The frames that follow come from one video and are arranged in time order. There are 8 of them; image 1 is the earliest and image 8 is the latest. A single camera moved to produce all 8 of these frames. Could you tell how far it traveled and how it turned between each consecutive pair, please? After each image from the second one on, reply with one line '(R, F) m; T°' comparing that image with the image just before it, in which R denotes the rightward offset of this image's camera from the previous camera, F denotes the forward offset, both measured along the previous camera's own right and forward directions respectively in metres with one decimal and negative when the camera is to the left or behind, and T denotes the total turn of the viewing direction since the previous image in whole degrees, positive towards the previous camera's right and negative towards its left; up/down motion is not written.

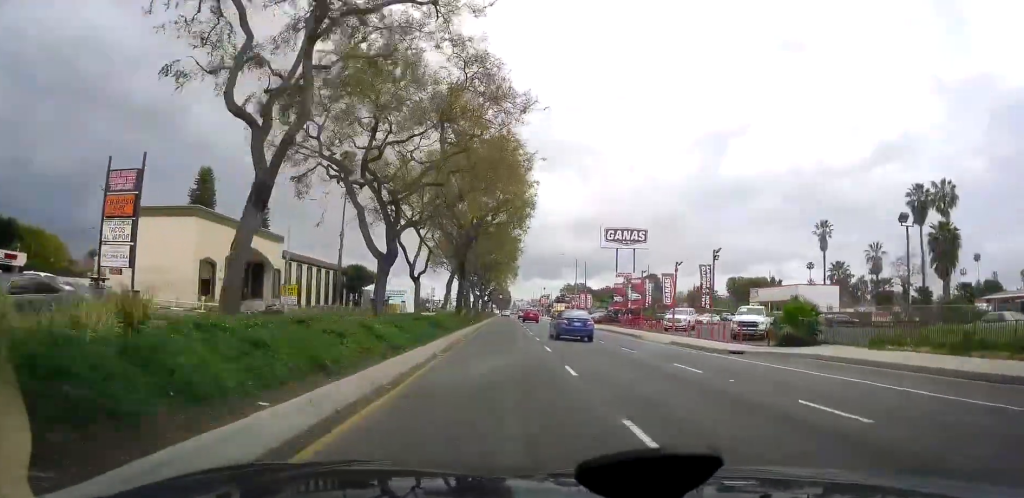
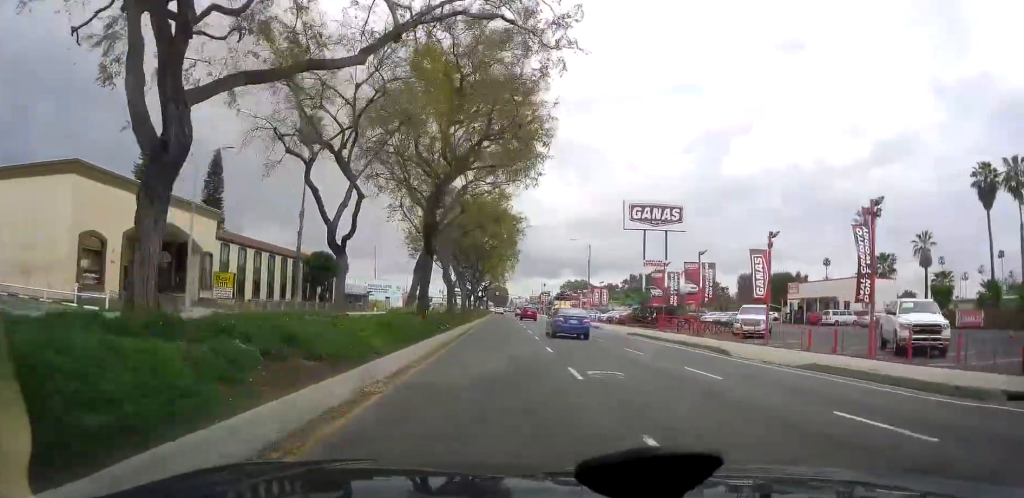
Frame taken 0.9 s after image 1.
(0.0, +15.8) m; -2°
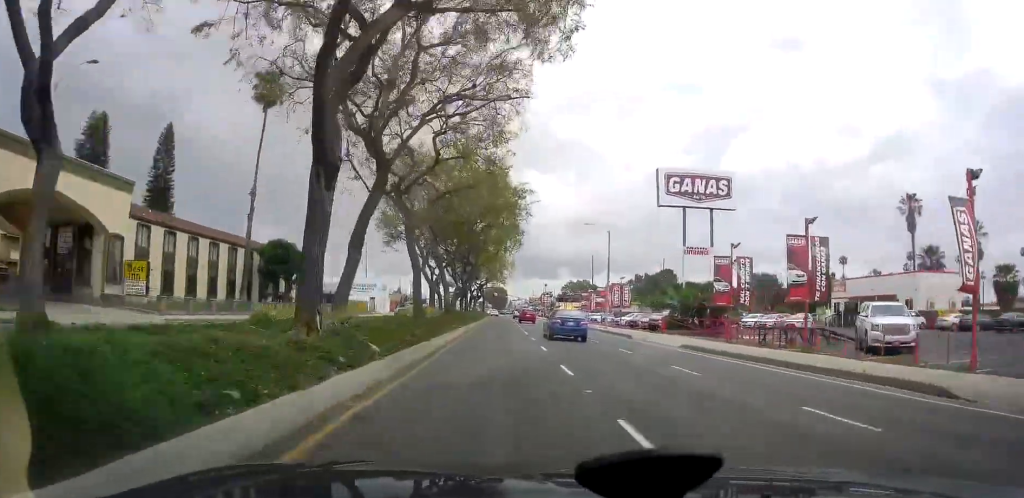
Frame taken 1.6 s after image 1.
(-0.2, +13.2) m; -1°
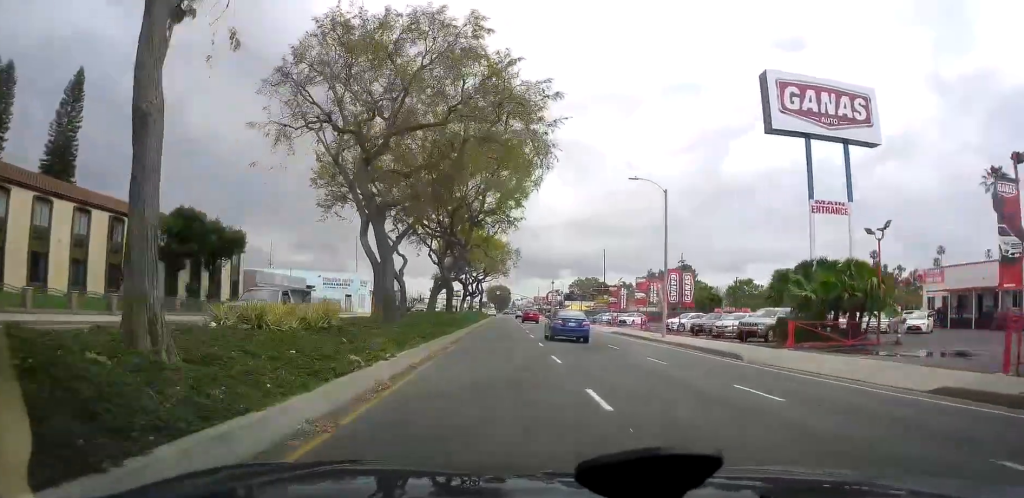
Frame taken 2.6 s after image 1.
(-0.2, +18.8) m; 0°
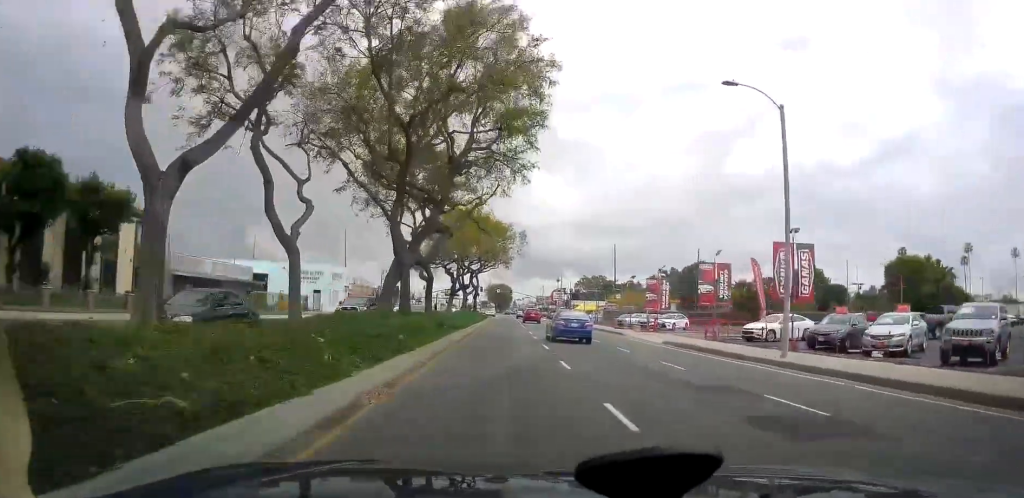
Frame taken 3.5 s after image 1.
(+0.3, +15.9) m; 0°
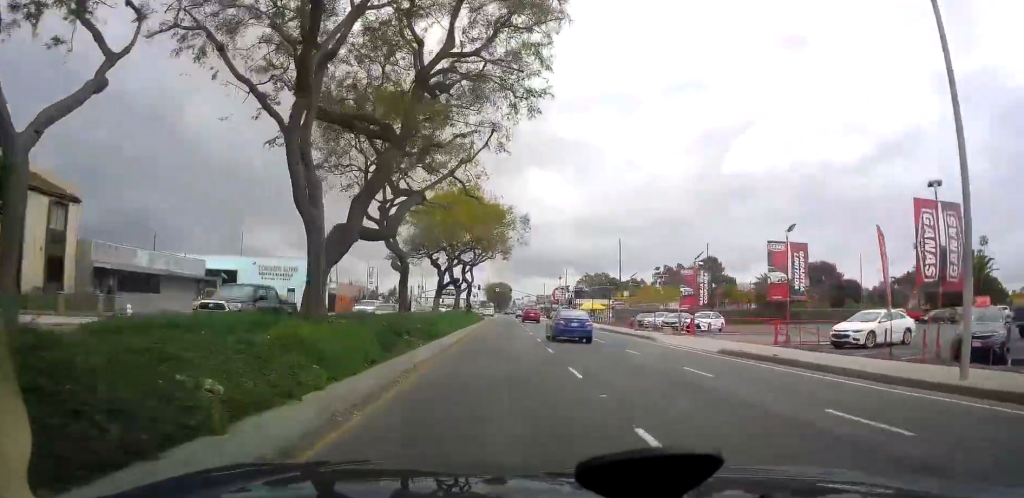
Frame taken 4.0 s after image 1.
(-0.5, +9.1) m; 0°
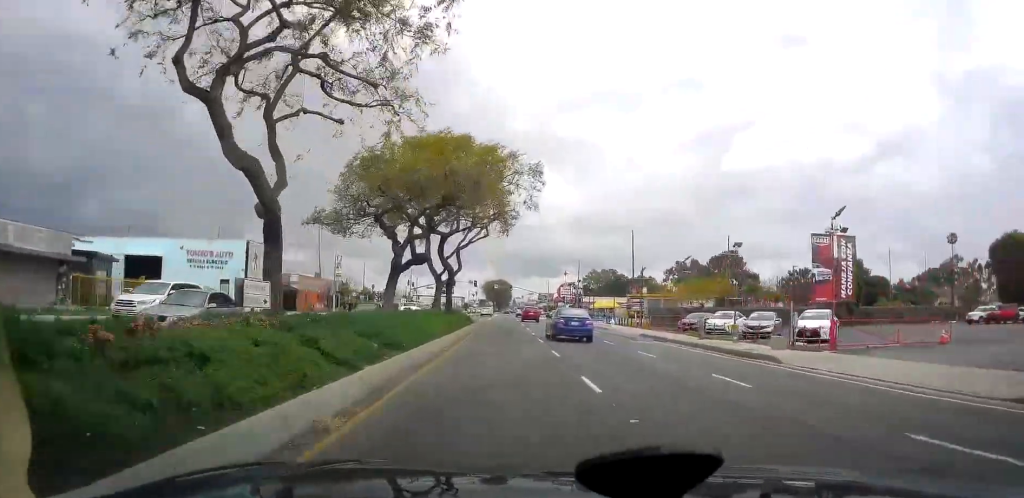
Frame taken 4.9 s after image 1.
(+0.4, +16.5) m; +2°
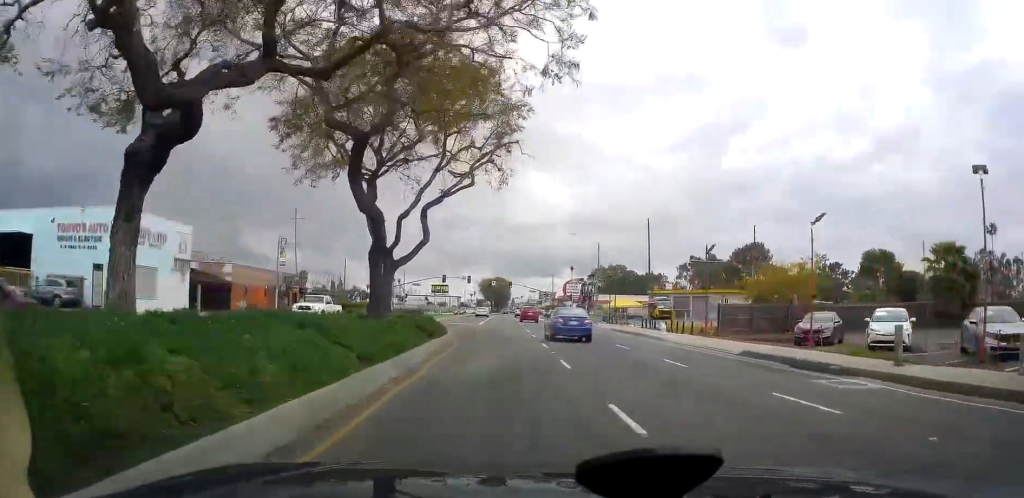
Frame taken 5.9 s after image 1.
(+0.3, +17.8) m; +1°
